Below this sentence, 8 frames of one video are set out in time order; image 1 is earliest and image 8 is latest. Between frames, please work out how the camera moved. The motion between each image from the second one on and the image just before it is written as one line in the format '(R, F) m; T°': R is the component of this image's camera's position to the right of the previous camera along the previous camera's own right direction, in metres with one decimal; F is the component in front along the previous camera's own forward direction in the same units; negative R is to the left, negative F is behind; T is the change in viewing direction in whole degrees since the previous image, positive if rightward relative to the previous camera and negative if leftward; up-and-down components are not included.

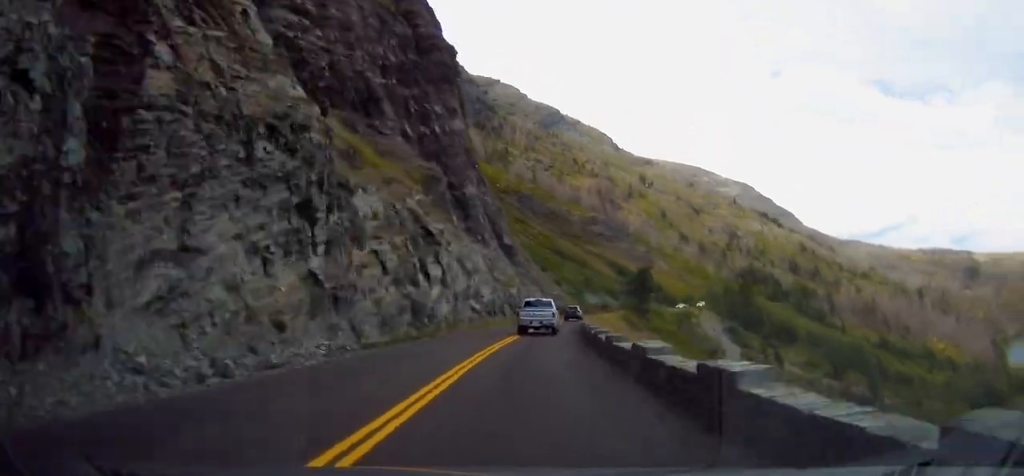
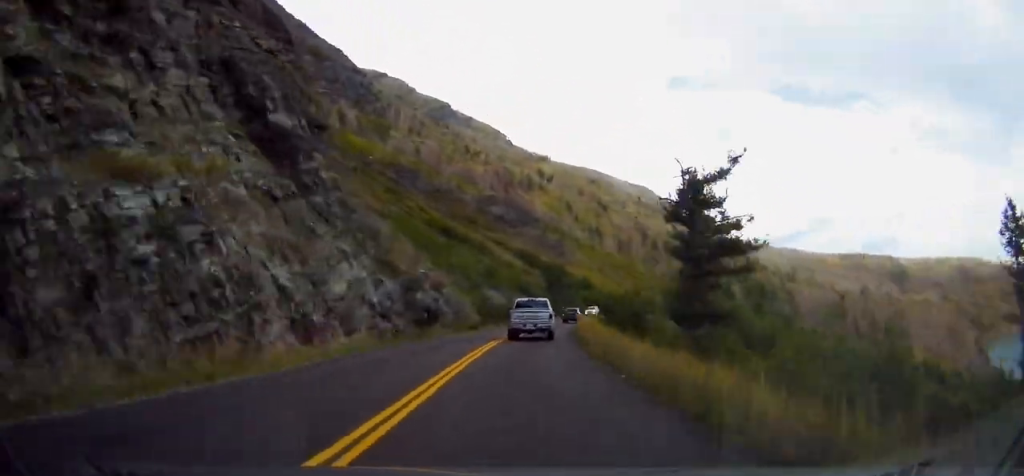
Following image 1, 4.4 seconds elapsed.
(+4.9, +68.3) m; +9°
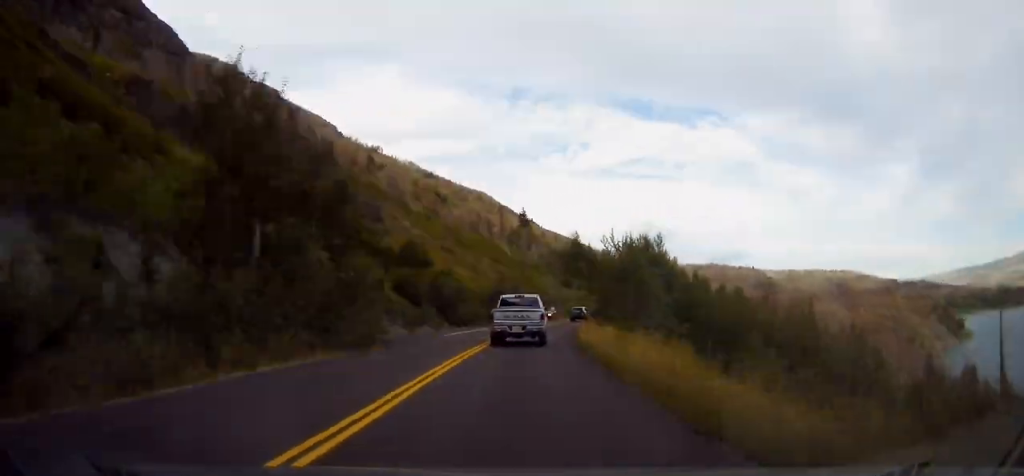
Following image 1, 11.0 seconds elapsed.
(+11.0, +98.3) m; +14°
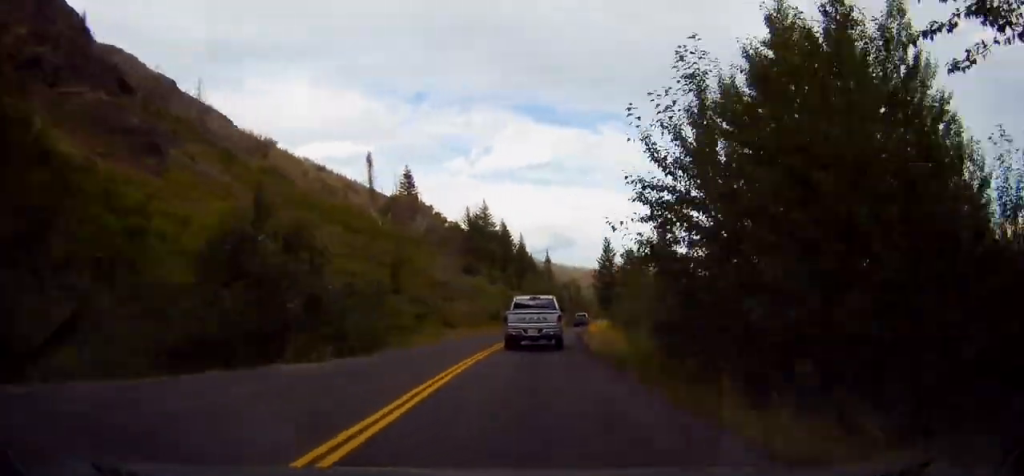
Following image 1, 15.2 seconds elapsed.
(+6.8, +59.9) m; +6°
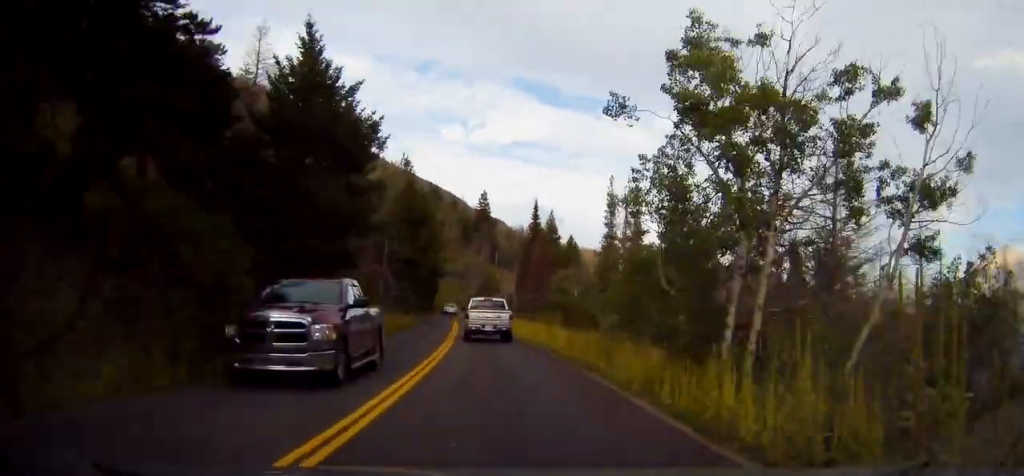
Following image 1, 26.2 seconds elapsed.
(+3.4, +157.0) m; 0°
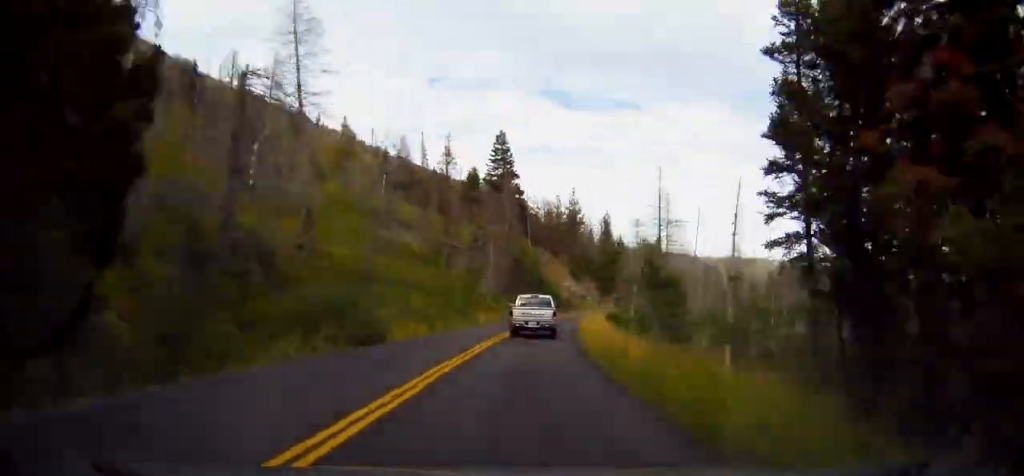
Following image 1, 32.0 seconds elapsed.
(+0.8, +86.0) m; +7°
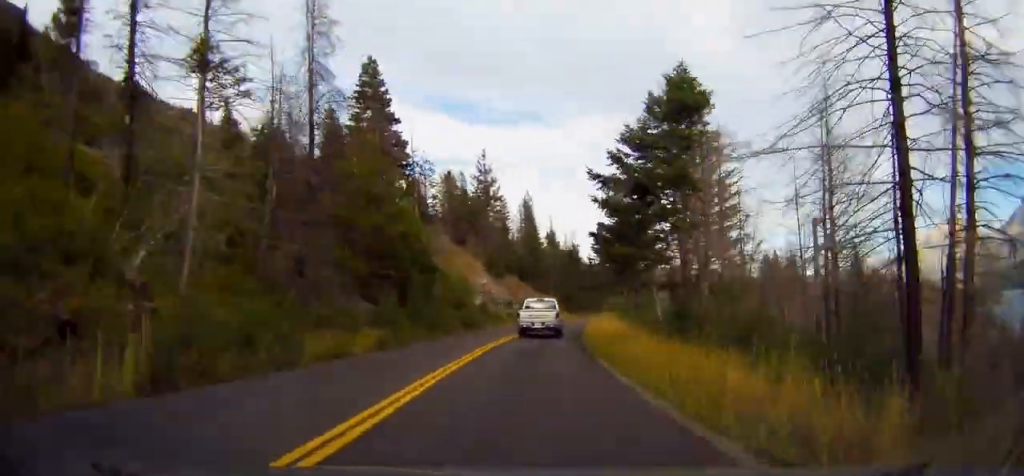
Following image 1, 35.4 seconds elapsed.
(+0.4, +51.9) m; +7°
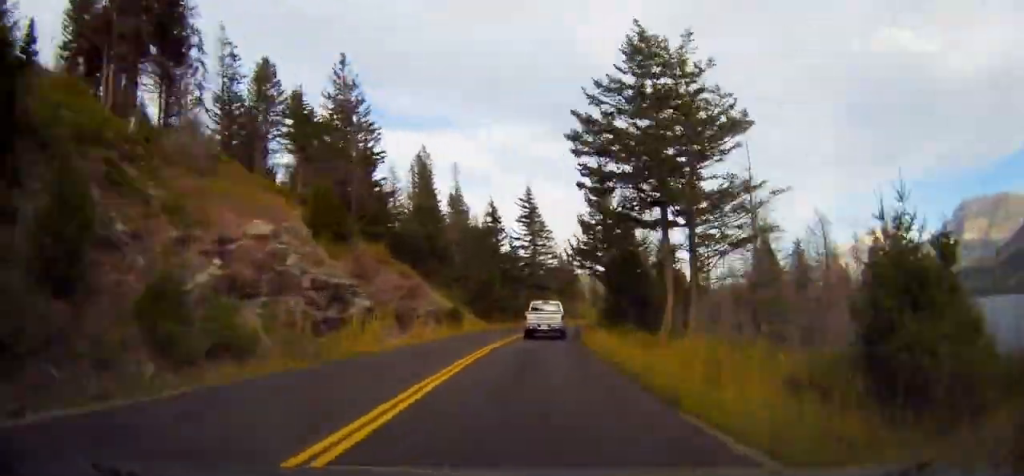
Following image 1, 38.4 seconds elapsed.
(+5.4, +48.4) m; +5°
